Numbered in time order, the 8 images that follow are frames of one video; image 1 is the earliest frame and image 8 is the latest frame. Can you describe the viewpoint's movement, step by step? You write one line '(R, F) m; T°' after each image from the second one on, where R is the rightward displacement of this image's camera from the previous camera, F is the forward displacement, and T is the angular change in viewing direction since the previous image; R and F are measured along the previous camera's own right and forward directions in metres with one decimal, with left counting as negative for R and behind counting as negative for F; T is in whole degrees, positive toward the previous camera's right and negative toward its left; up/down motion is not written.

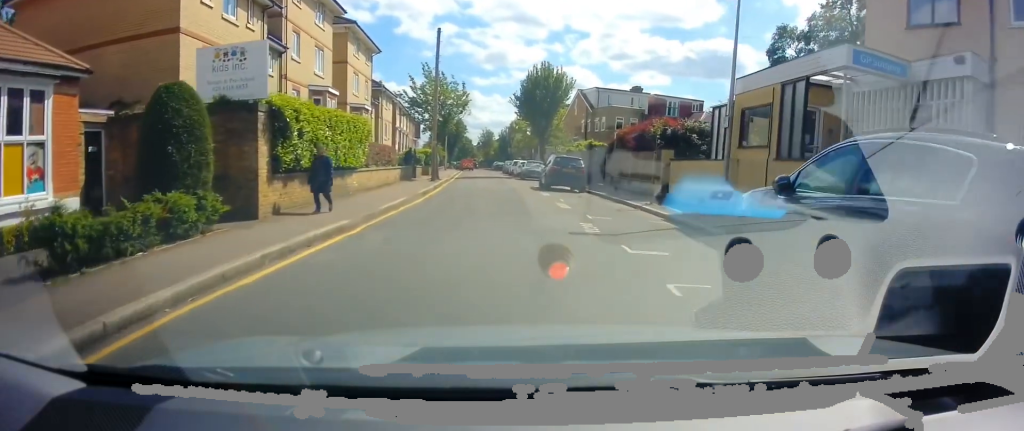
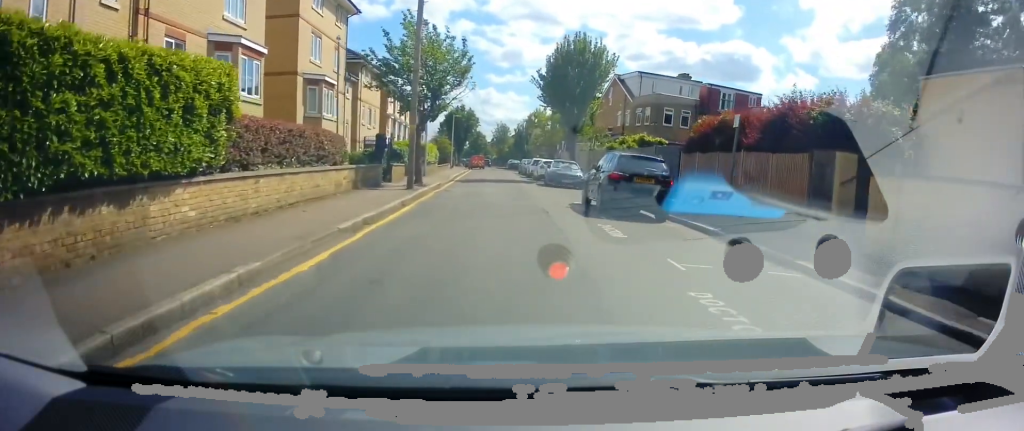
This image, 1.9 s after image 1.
(+0.3, +11.4) m; +4°
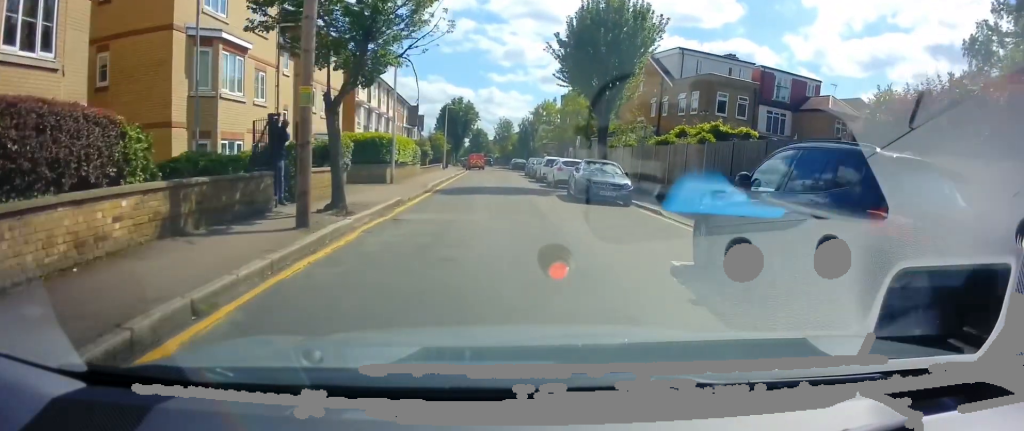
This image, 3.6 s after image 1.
(-0.1, +10.7) m; -3°
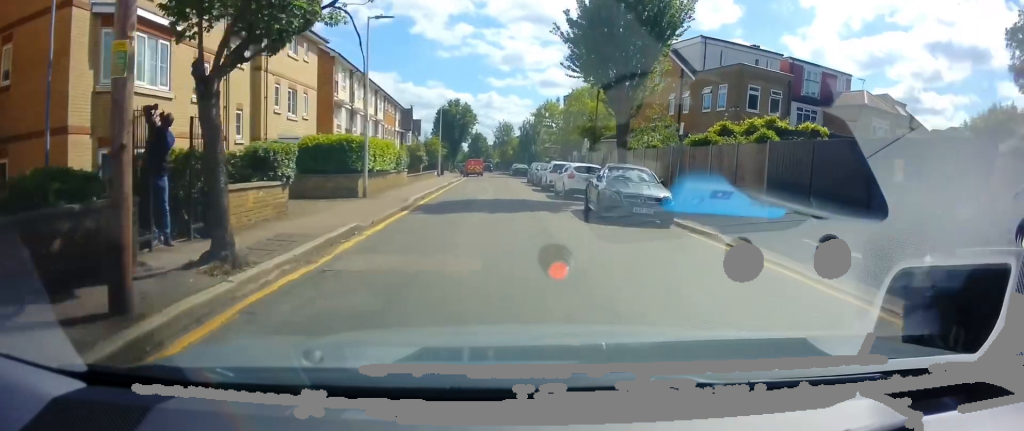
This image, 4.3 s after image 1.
(-0.1, +4.4) m; -1°
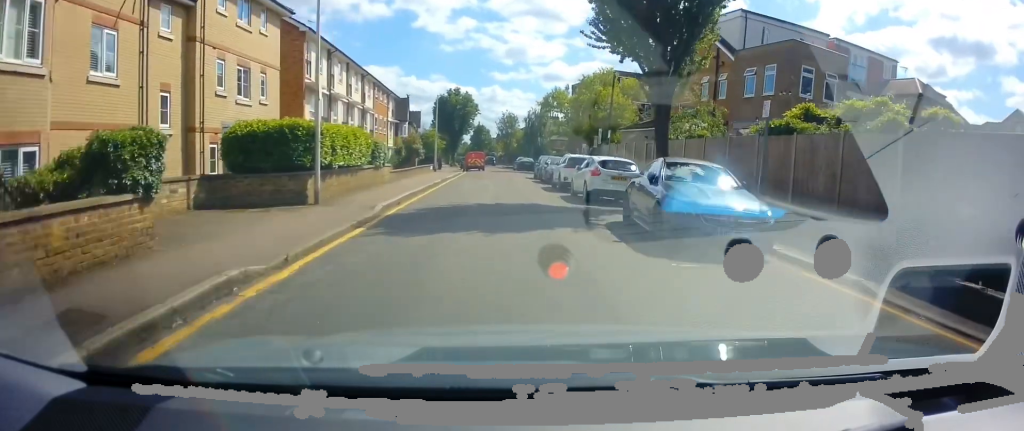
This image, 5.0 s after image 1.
(0.0, +5.0) m; +1°
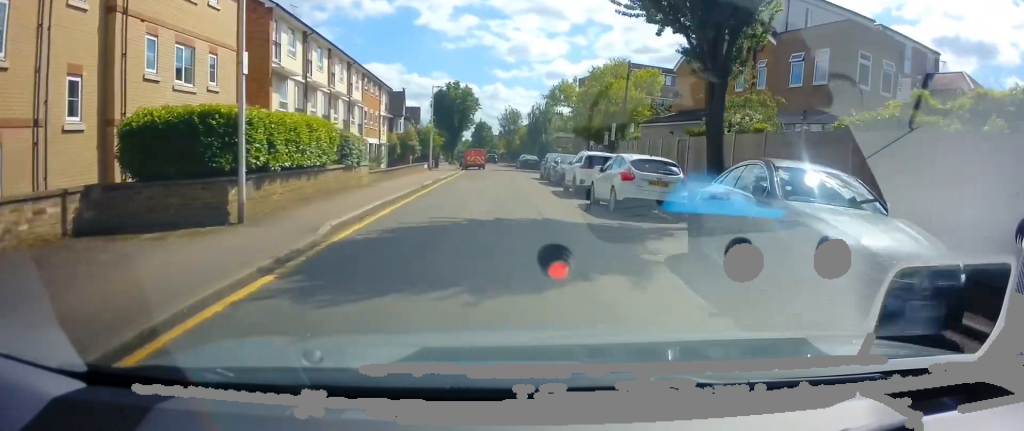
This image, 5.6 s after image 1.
(0.0, +4.1) m; +1°
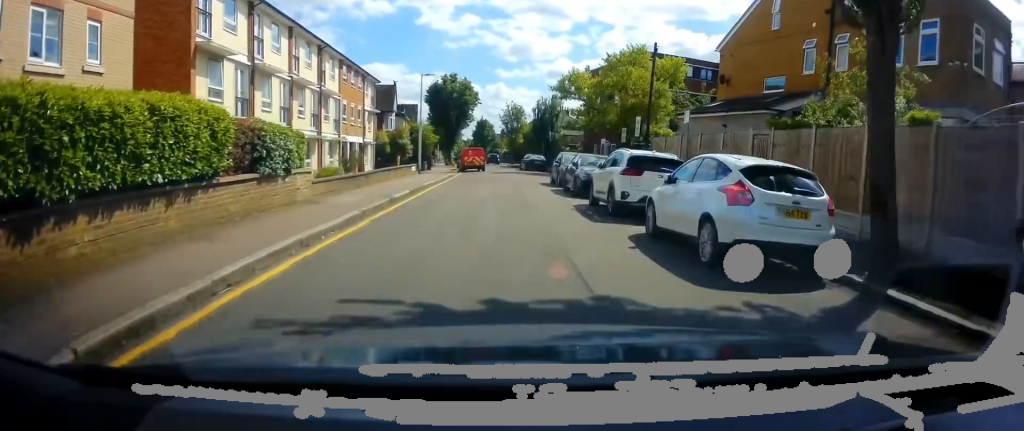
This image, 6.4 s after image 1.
(+0.1, +6.4) m; 0°
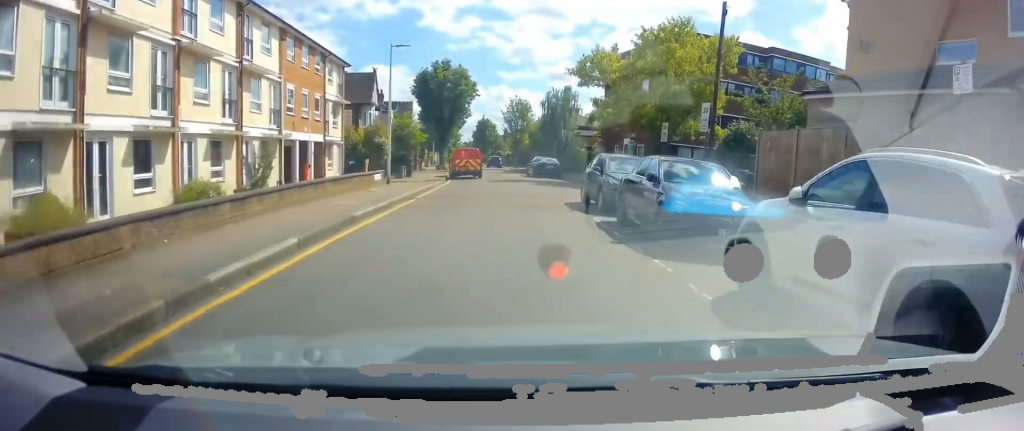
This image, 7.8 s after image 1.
(-0.4, +10.2) m; -4°
